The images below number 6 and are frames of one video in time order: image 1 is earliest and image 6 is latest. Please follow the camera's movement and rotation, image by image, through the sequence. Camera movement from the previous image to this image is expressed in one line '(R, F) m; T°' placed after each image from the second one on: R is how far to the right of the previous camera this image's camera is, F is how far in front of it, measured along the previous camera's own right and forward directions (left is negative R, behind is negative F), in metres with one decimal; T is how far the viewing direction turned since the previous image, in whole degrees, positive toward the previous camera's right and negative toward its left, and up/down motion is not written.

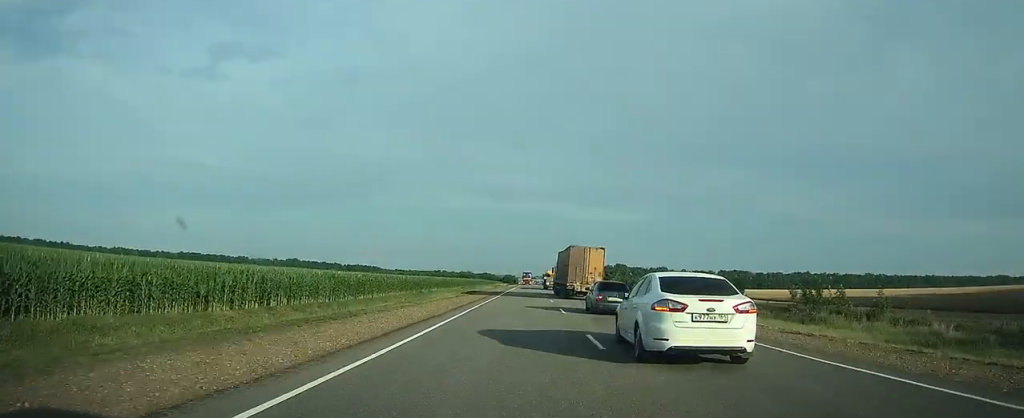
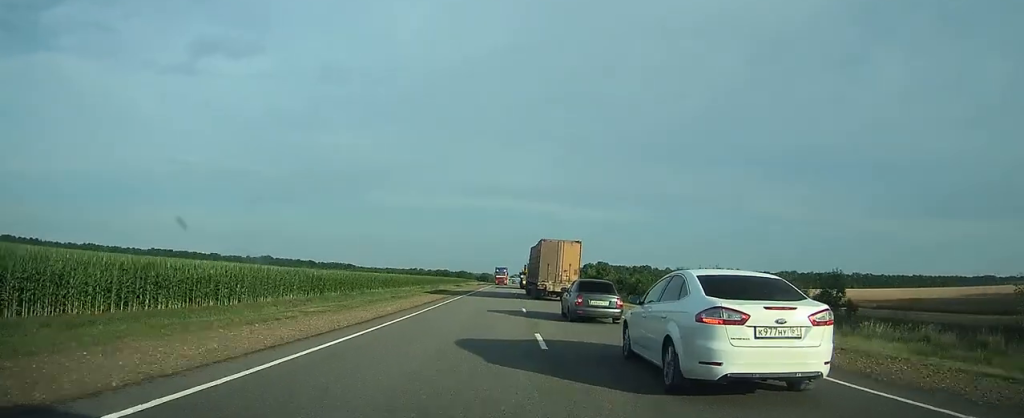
(+0.2, +27.4) m; +1°
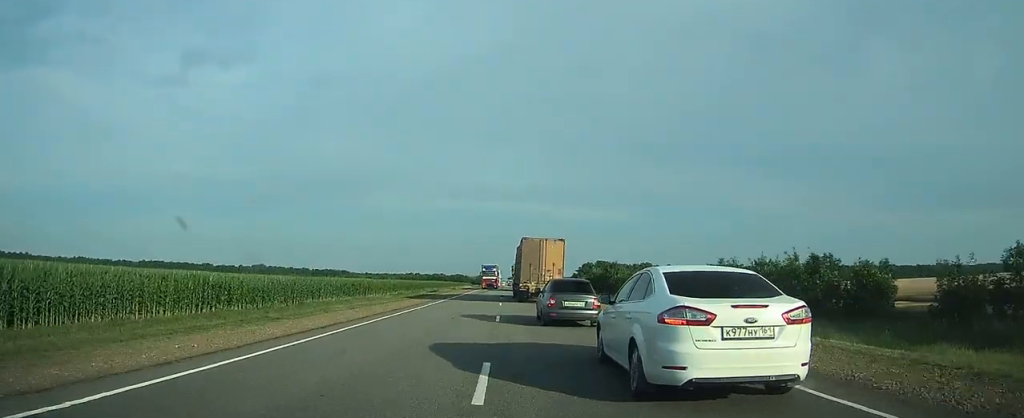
(+0.1, +19.9) m; 0°
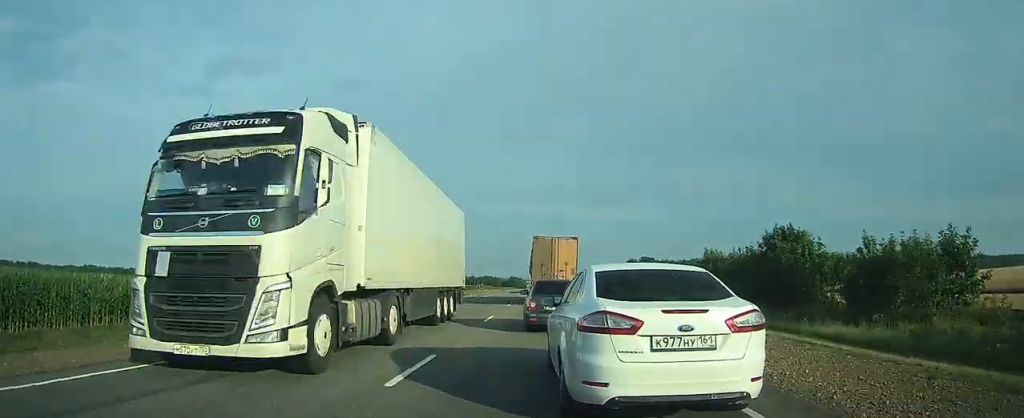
(0.0, +68.0) m; 0°
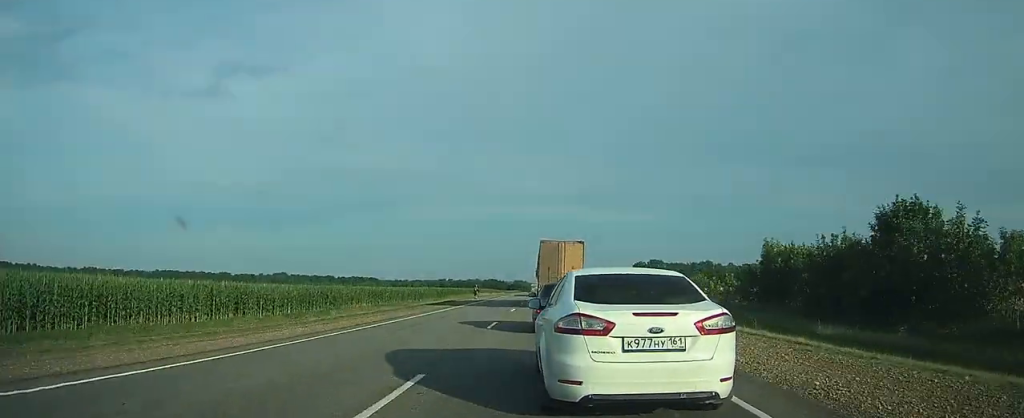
(0.0, +15.2) m; -1°
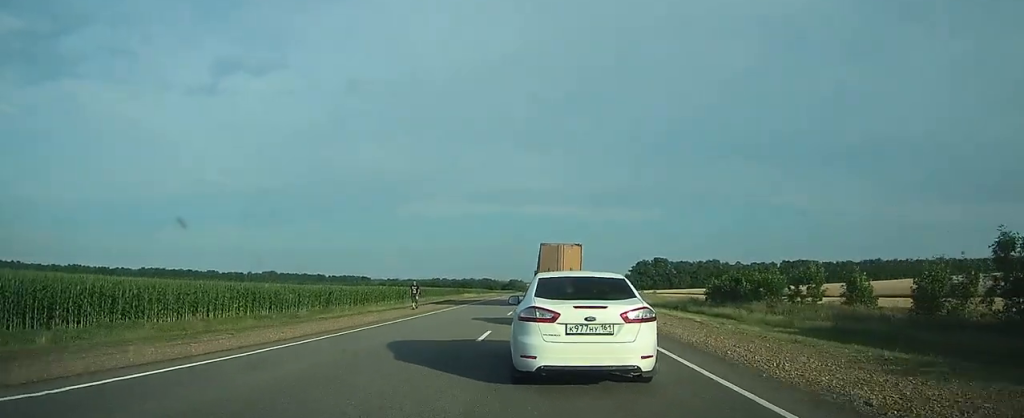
(-0.2, +29.6) m; 0°
